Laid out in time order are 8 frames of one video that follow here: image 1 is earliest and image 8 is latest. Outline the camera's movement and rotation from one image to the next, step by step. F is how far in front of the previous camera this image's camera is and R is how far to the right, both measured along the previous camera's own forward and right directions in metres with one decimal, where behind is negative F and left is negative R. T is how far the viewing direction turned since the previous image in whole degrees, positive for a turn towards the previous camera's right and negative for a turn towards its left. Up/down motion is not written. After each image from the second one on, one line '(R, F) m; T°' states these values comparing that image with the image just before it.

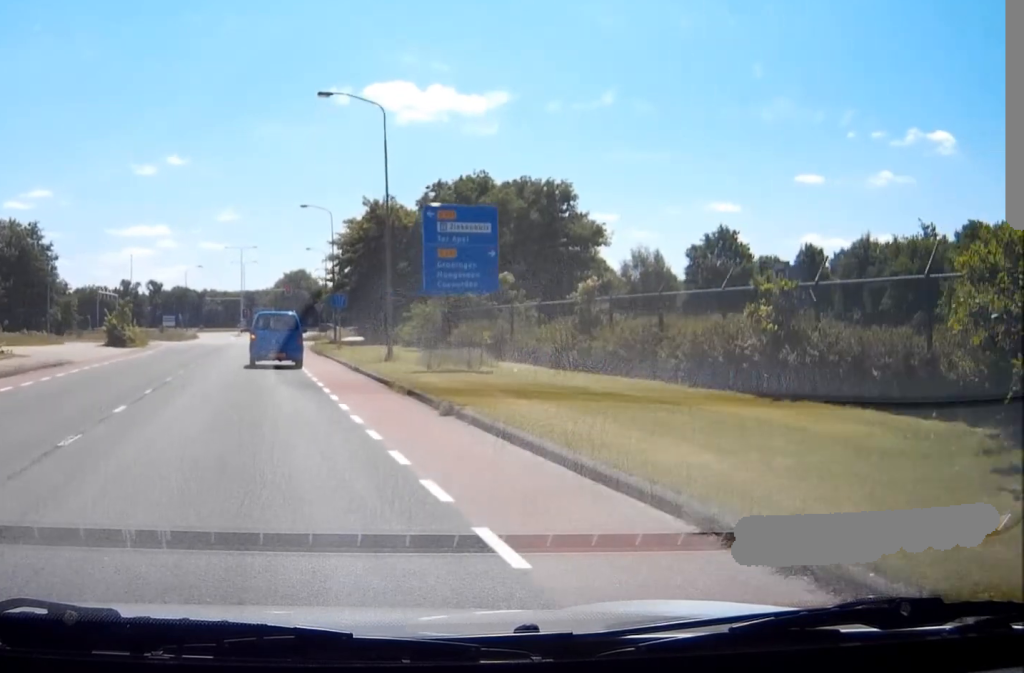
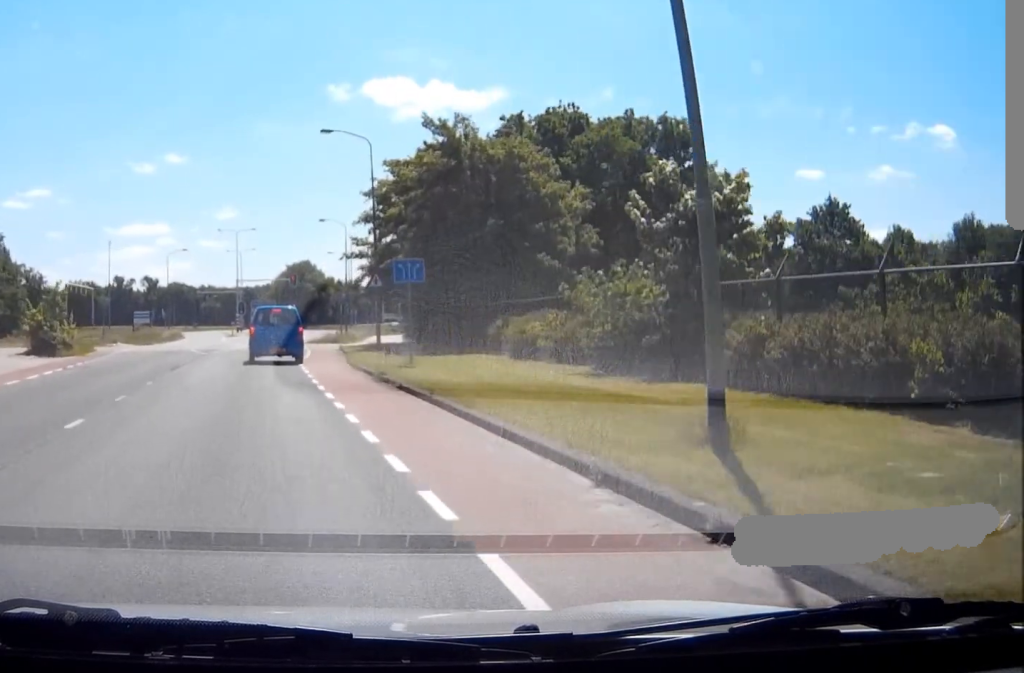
(0.0, +23.3) m; 0°
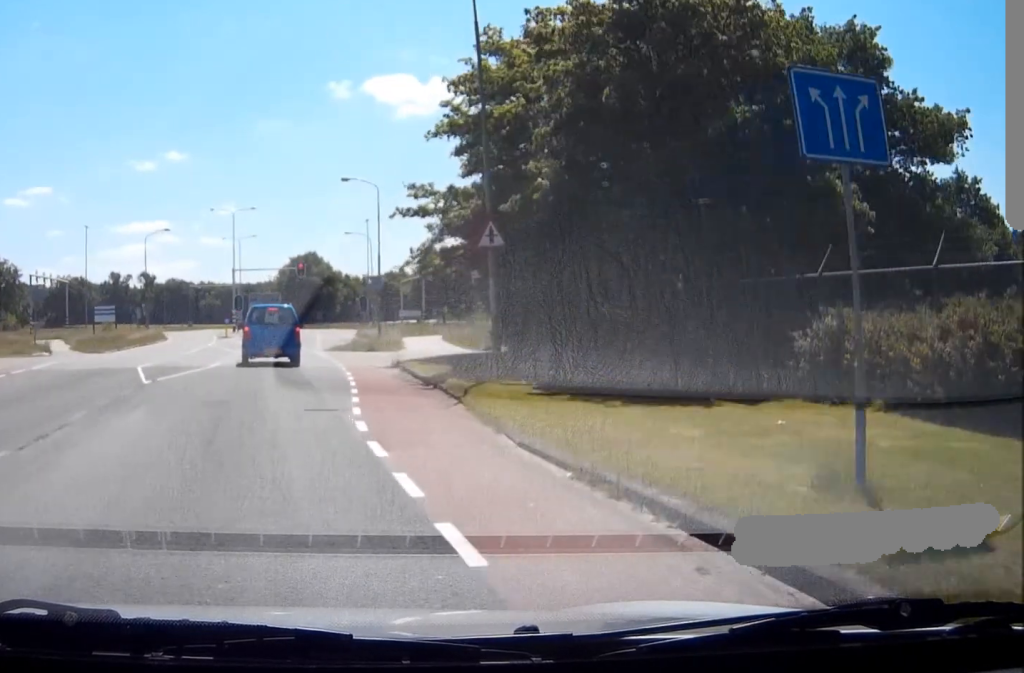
(0.0, +19.3) m; 0°
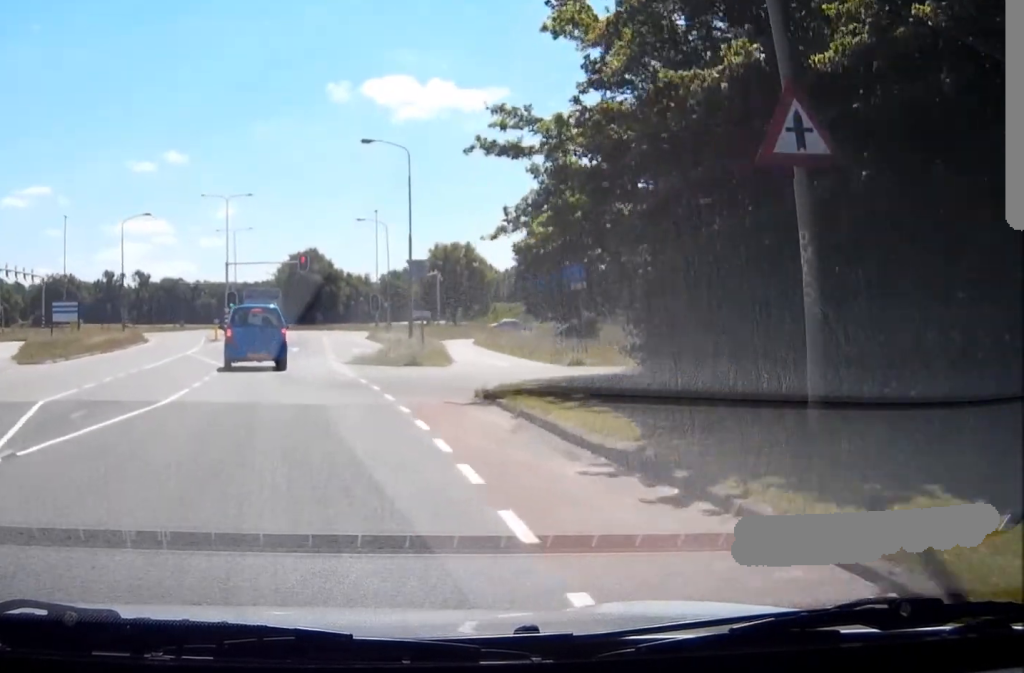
(0.0, +11.5) m; 0°
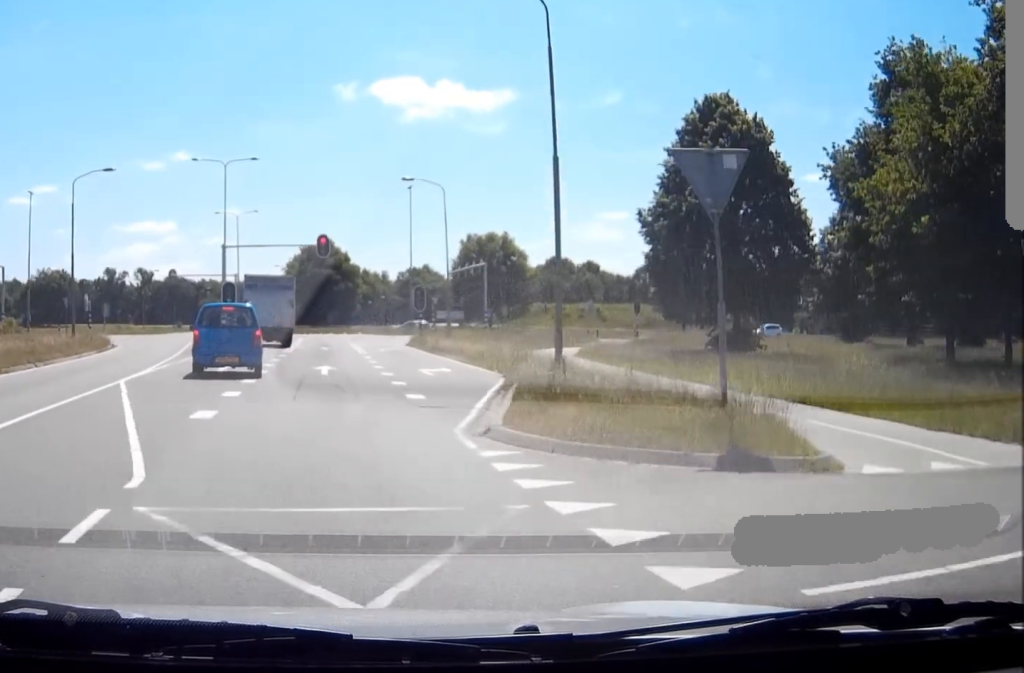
(+0.1, +19.7) m; -1°
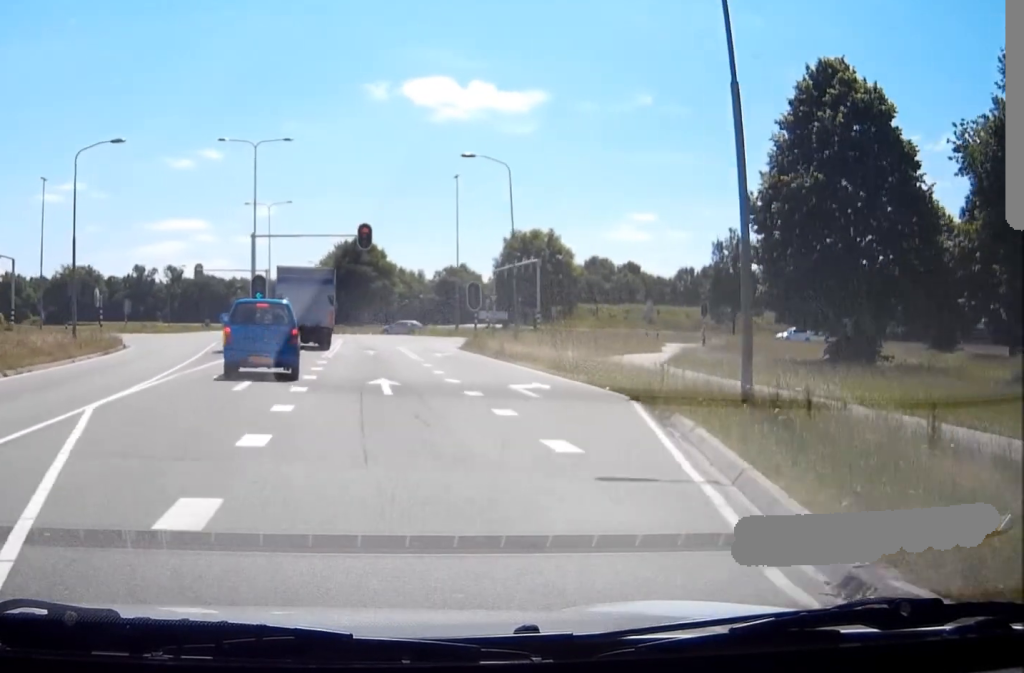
(-0.2, +7.1) m; -2°
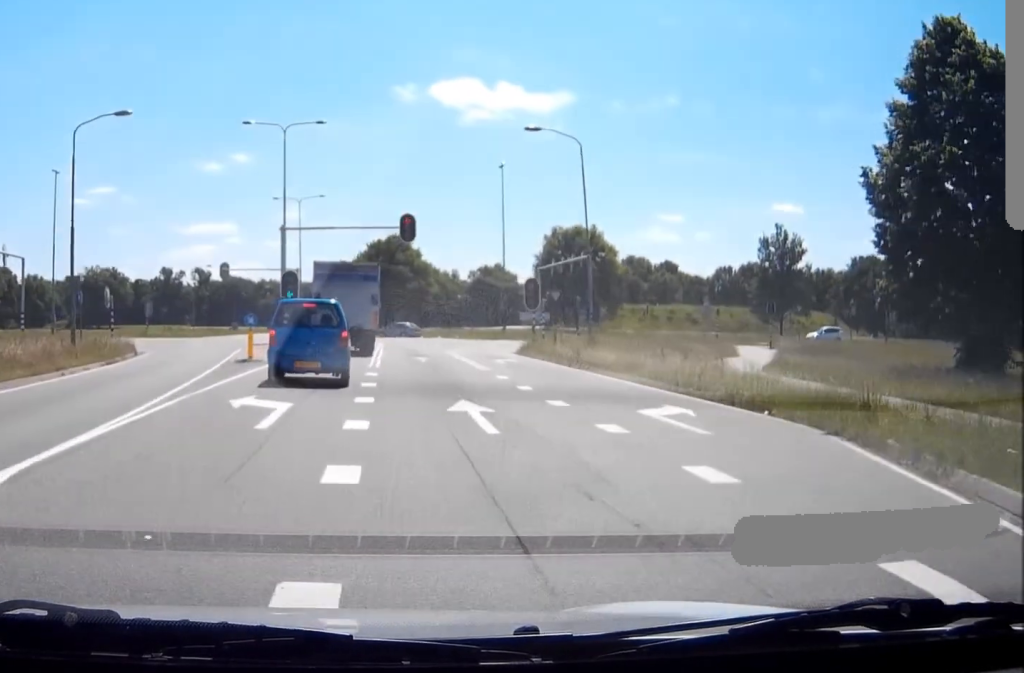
(-0.1, +6.1) m; -1°
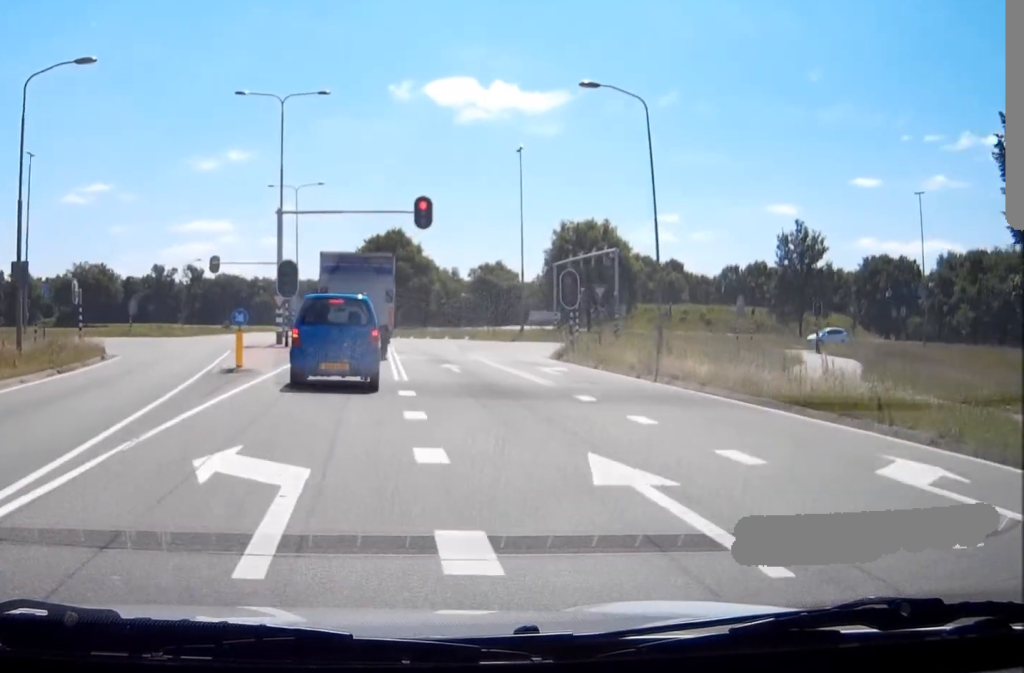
(-0.2, +7.2) m; -1°
